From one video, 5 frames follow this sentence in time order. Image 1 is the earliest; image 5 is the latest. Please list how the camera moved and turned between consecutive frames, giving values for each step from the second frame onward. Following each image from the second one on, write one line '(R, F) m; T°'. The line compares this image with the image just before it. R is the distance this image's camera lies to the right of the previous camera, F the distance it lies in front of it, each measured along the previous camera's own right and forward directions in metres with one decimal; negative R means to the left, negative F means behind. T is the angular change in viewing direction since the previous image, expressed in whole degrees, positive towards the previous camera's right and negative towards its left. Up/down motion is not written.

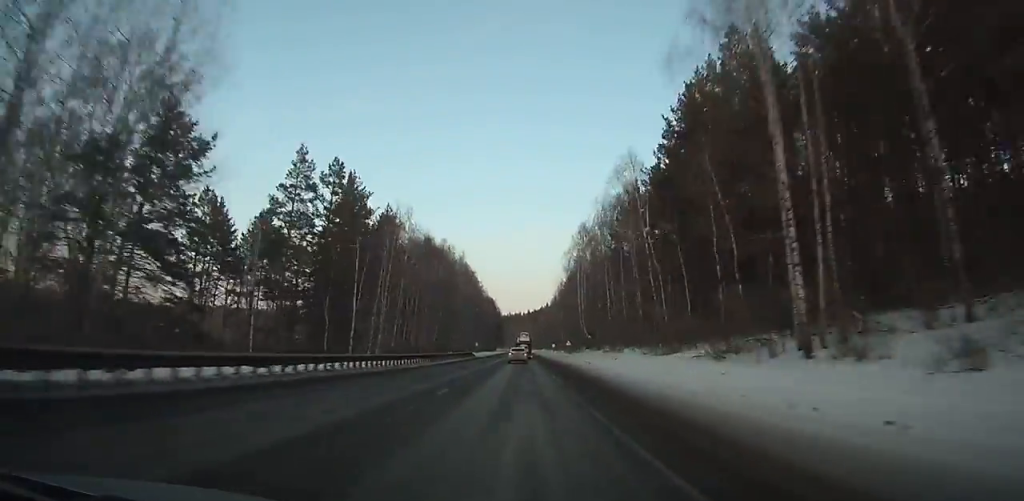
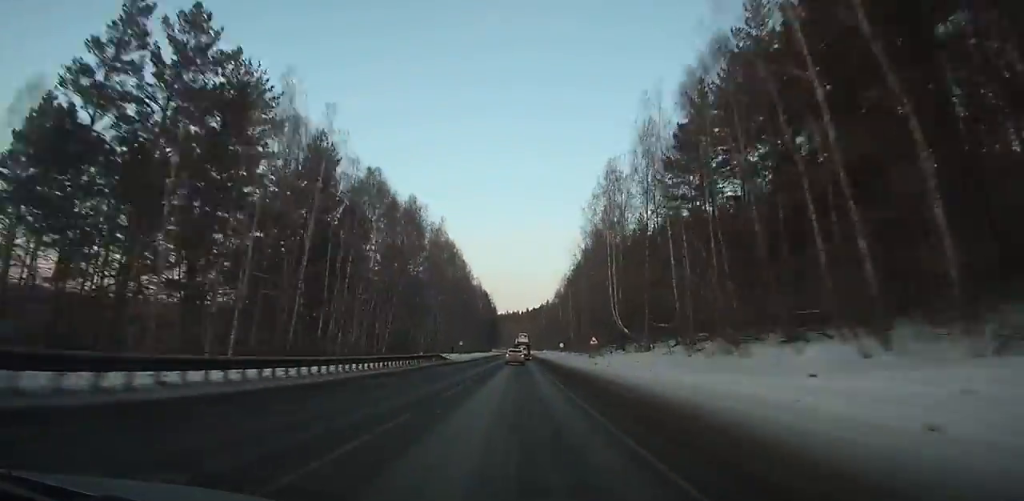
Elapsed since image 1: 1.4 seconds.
(0.0, +31.6) m; 0°
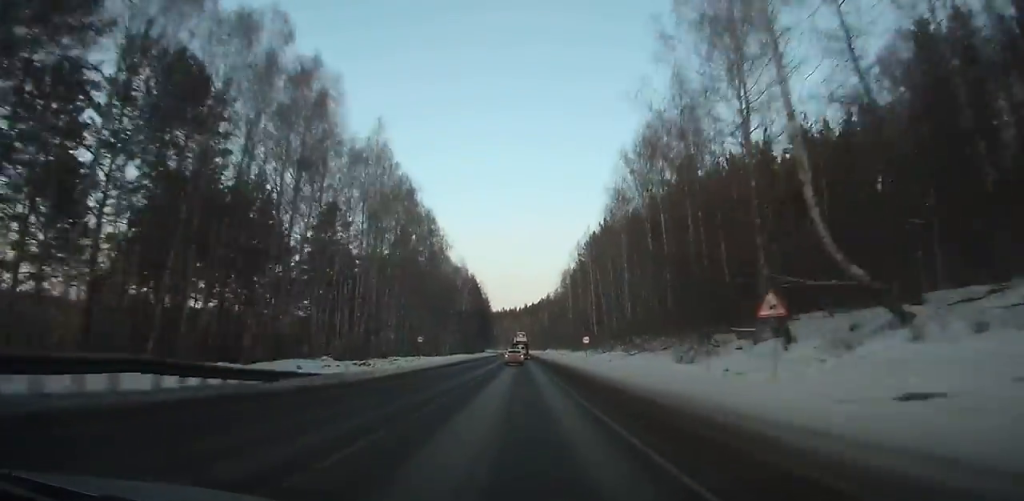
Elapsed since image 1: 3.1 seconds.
(-0.1, +38.3) m; 0°
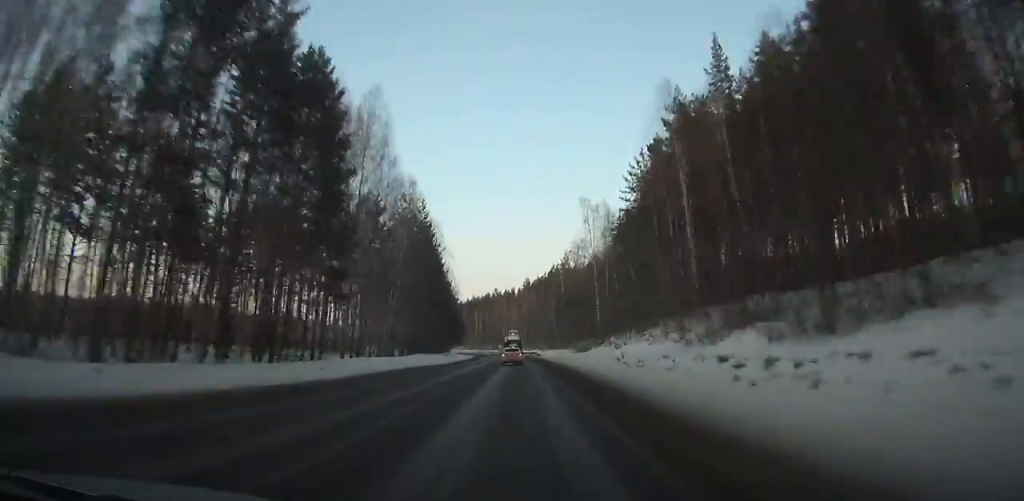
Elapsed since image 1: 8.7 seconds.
(+0.8, +124.1) m; 0°
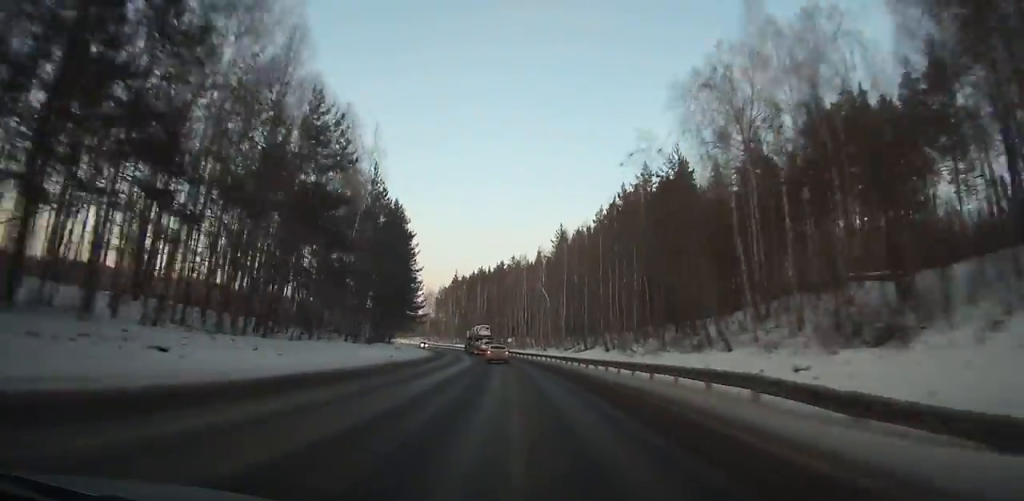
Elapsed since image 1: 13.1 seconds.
(-2.2, +94.0) m; -5°
